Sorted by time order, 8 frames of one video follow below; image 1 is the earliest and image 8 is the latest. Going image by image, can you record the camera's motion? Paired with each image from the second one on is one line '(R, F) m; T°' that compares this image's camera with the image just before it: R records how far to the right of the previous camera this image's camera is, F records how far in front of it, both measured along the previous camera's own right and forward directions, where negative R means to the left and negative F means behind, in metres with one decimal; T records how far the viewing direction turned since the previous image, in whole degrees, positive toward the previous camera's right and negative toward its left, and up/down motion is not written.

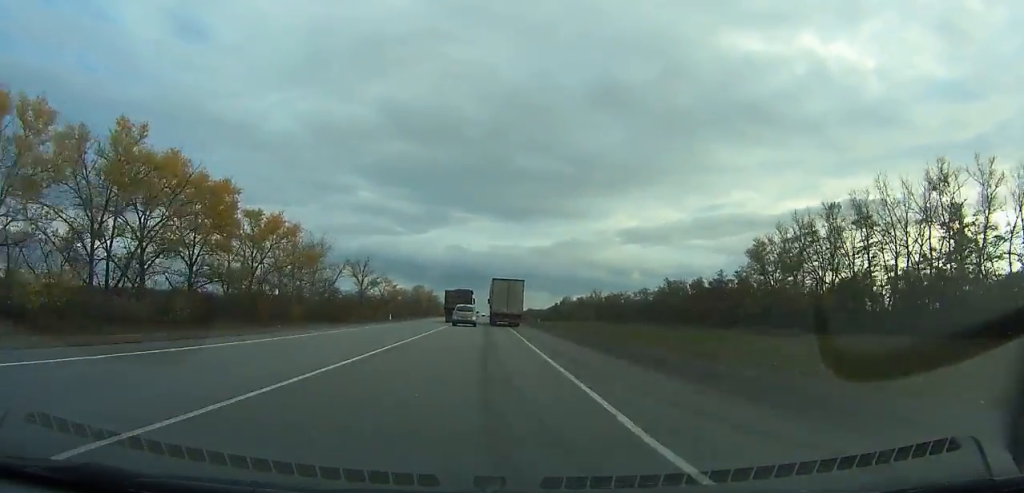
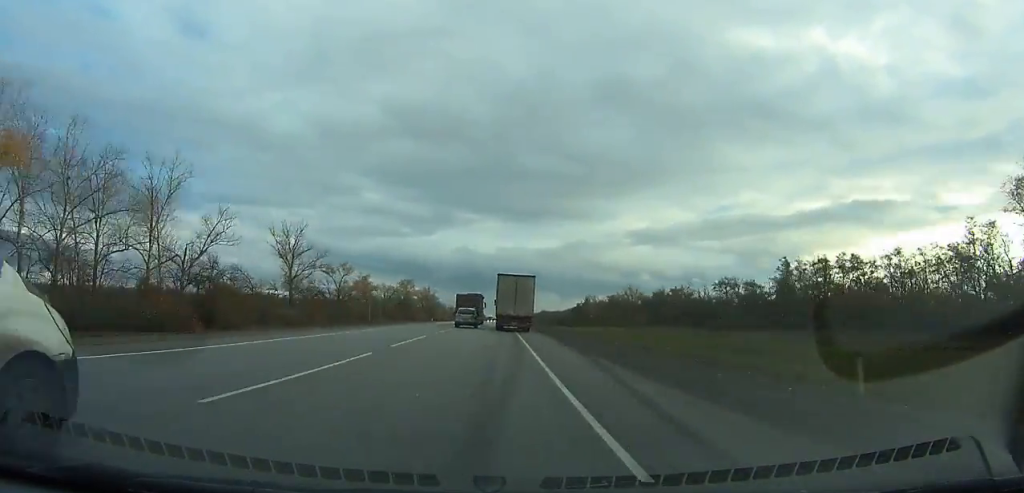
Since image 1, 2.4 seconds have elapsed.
(+0.3, +61.6) m; 0°
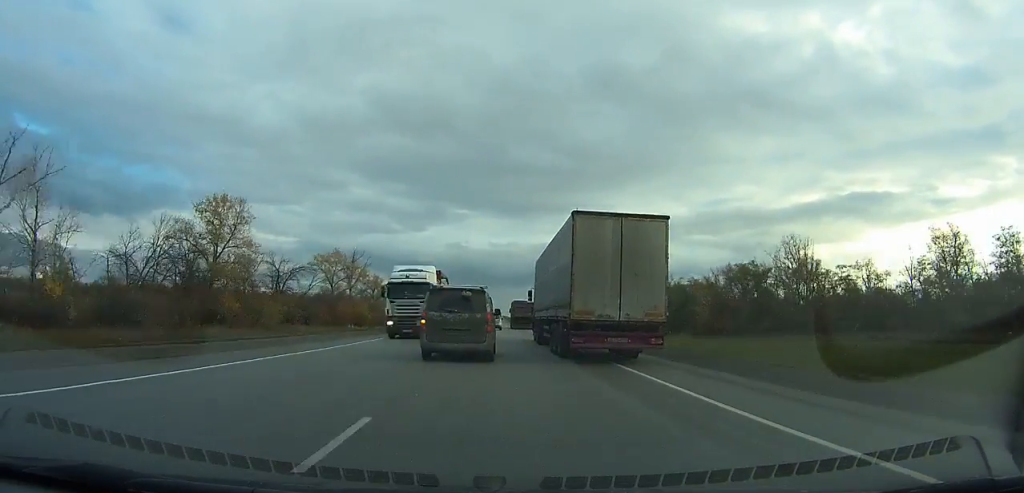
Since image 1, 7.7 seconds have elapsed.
(-1.4, +142.8) m; 0°
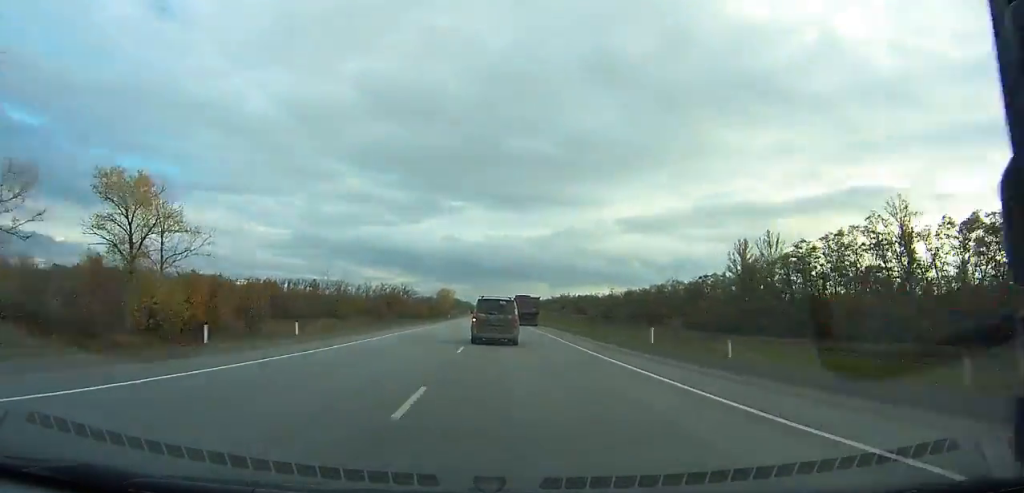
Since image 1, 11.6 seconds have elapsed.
(+0.9, +120.3) m; +1°
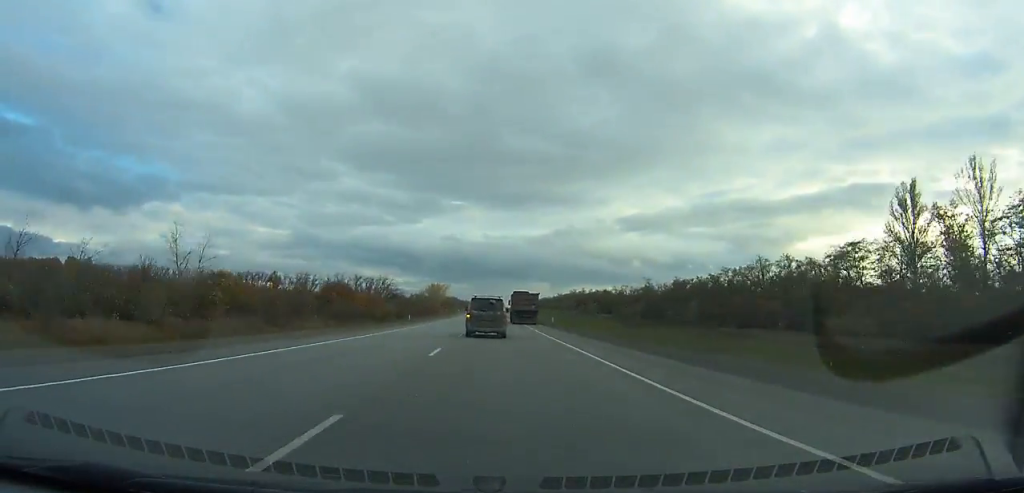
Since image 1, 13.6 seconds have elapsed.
(+0.2, +64.7) m; 0°
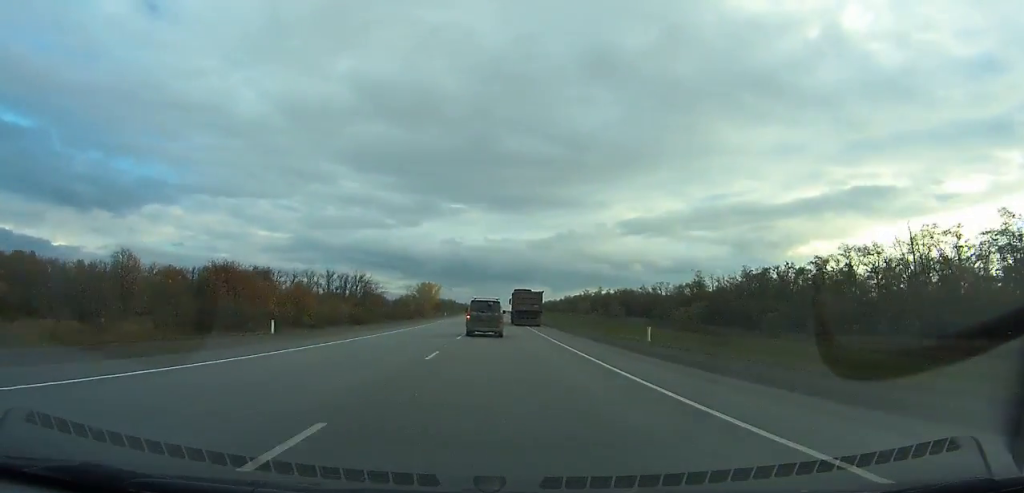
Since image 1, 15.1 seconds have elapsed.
(-0.1, +49.9) m; 0°
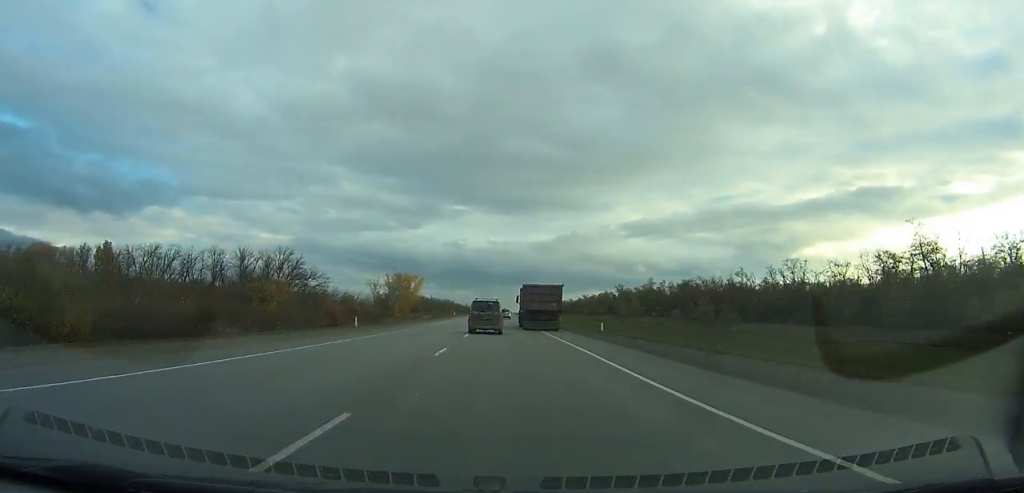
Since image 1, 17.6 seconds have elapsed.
(-0.2, +84.2) m; 0°
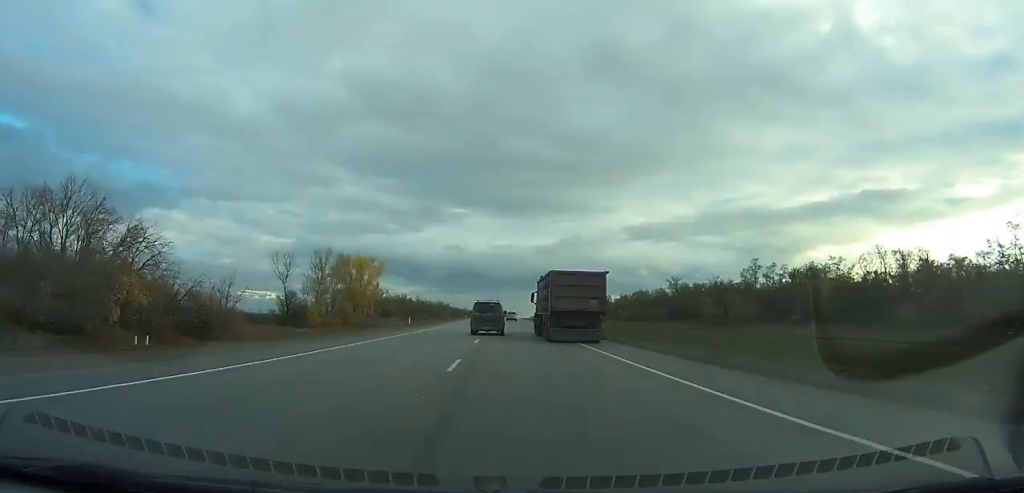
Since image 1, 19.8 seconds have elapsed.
(-0.2, +75.5) m; 0°
